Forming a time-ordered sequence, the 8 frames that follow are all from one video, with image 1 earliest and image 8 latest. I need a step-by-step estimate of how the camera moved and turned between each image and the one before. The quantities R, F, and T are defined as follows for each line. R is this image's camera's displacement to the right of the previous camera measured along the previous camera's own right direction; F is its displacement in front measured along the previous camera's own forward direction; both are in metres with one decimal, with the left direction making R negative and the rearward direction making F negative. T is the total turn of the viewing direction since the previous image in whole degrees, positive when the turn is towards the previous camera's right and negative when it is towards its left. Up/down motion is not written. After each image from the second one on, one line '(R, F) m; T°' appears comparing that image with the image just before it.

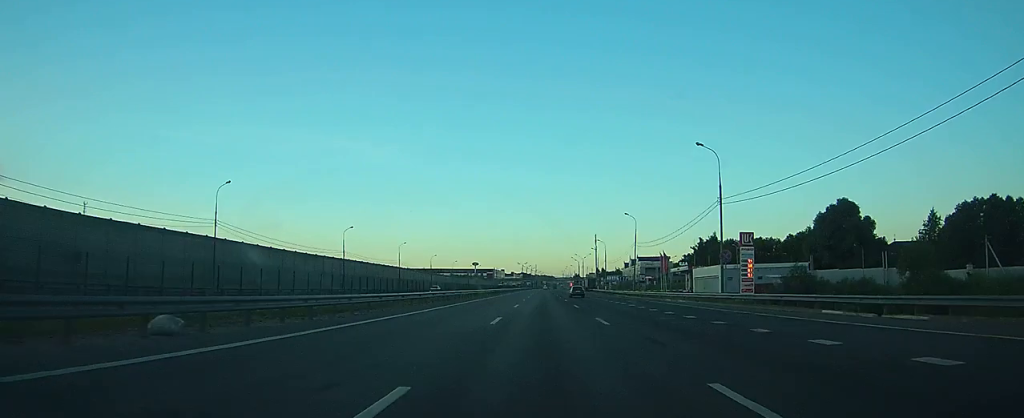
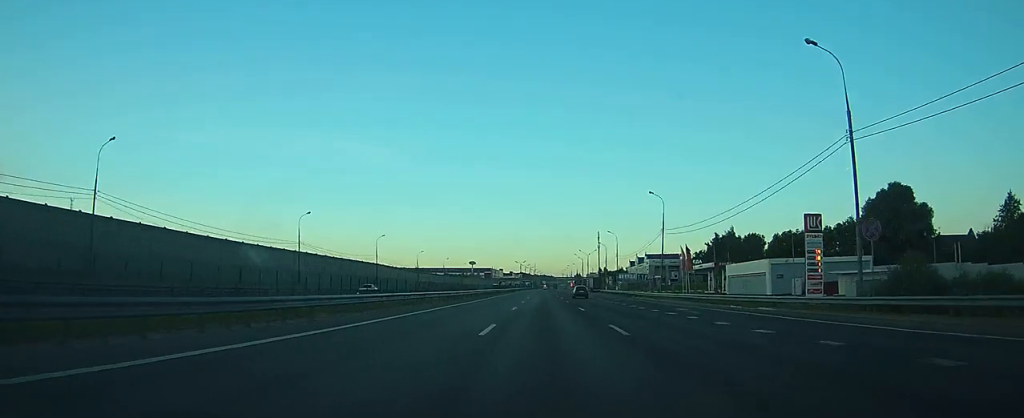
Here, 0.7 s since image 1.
(0.0, +19.9) m; 0°
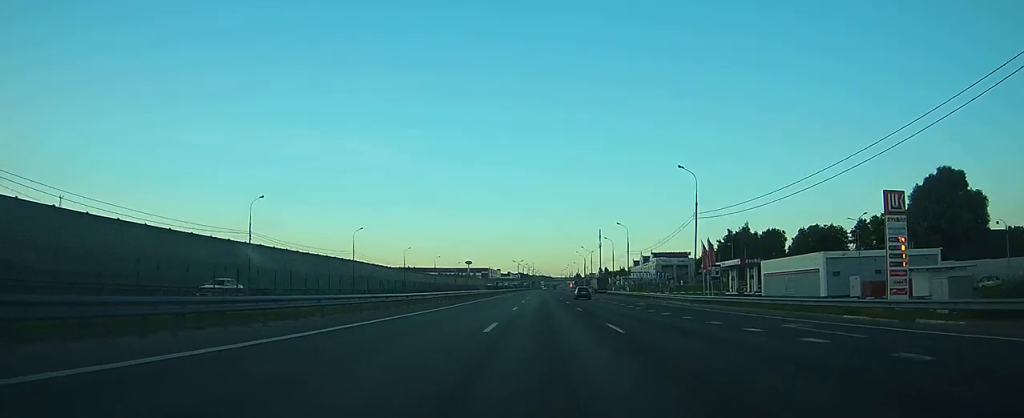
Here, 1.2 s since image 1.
(0.0, +14.9) m; 0°
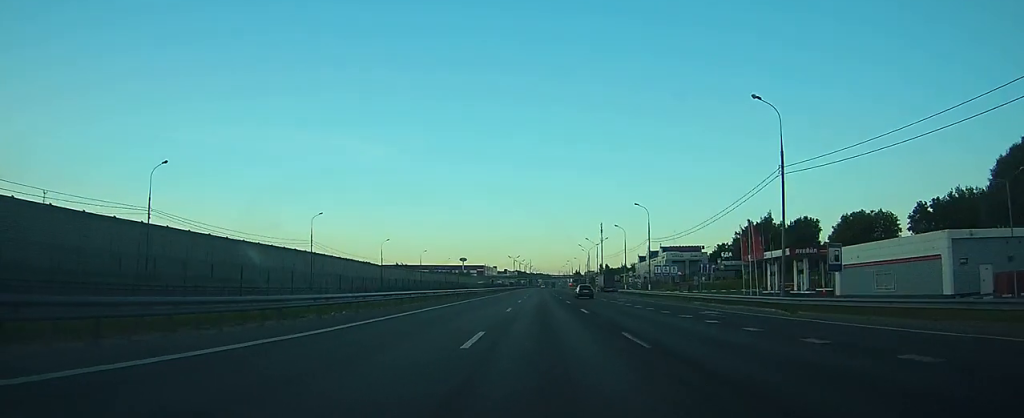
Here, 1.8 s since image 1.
(0.0, +19.9) m; 0°
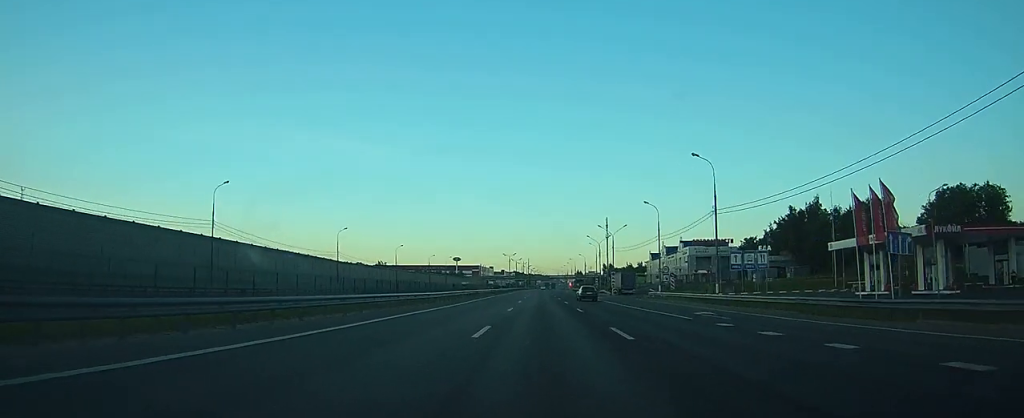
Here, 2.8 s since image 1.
(+0.1, +29.0) m; 0°
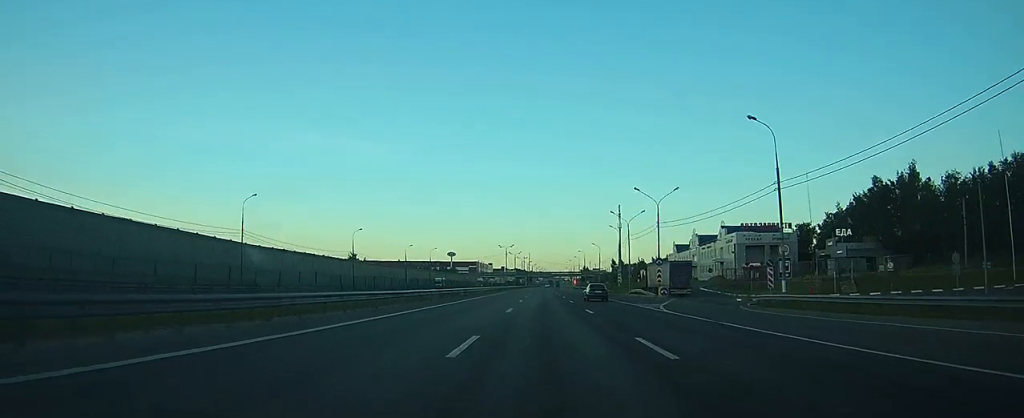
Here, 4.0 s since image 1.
(+0.1, +36.0) m; 0°
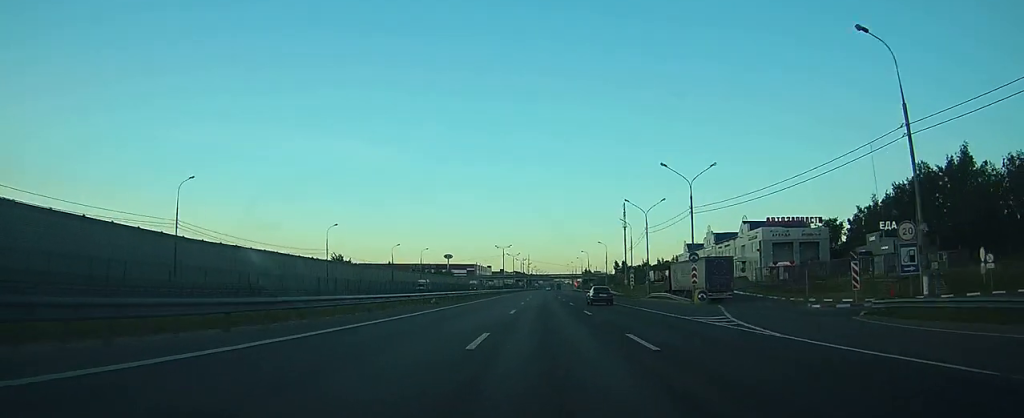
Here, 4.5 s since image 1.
(0.0, +14.0) m; 0°
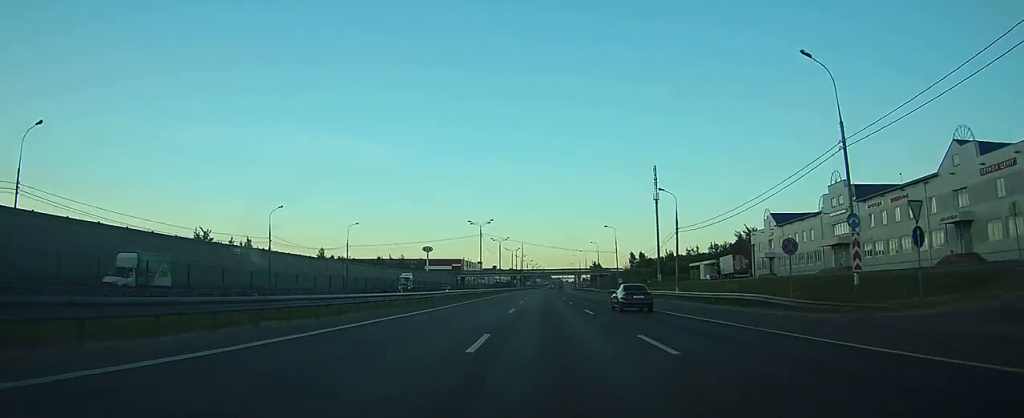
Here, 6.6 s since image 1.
(+0.1, +64.2) m; 0°
